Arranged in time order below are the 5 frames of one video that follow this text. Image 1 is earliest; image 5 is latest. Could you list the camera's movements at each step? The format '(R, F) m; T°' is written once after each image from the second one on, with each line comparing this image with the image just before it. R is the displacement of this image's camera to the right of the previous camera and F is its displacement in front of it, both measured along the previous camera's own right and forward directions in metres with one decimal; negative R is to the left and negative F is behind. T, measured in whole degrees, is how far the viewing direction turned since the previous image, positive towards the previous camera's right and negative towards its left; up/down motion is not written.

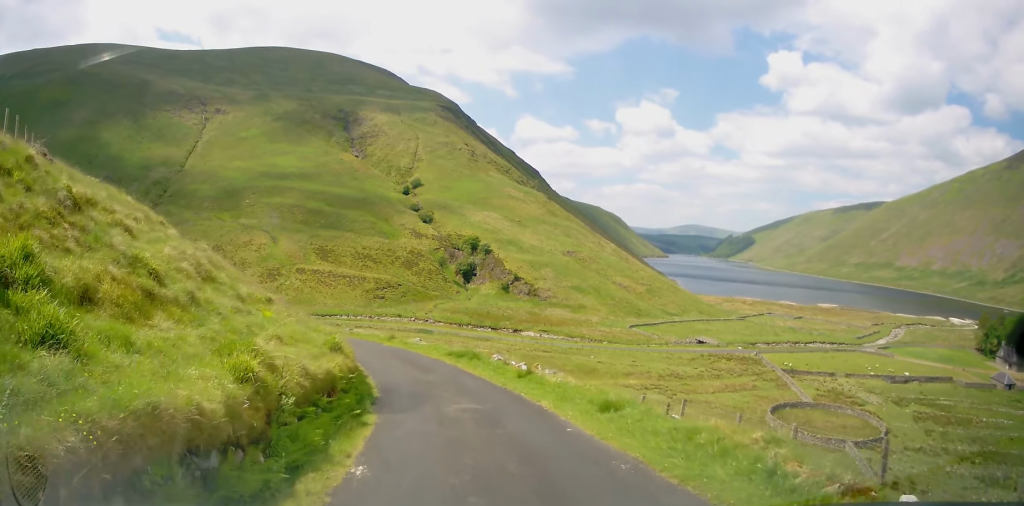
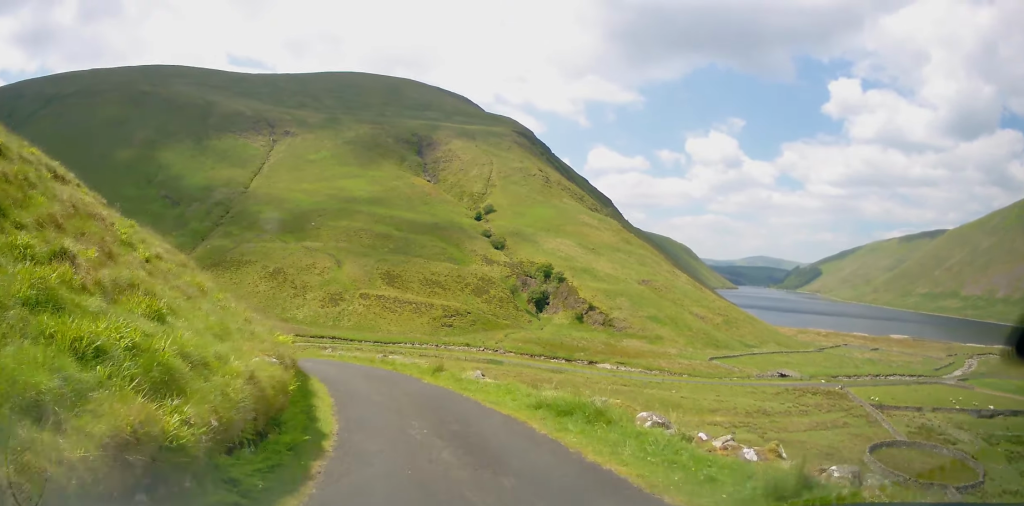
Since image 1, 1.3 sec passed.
(-1.3, +10.4) m; -10°
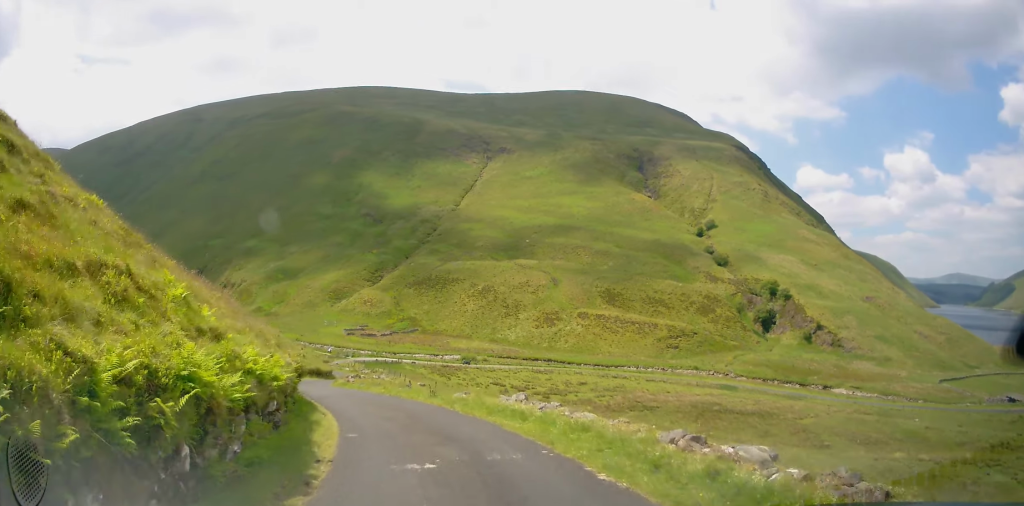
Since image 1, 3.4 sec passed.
(-2.5, +17.5) m; -17°
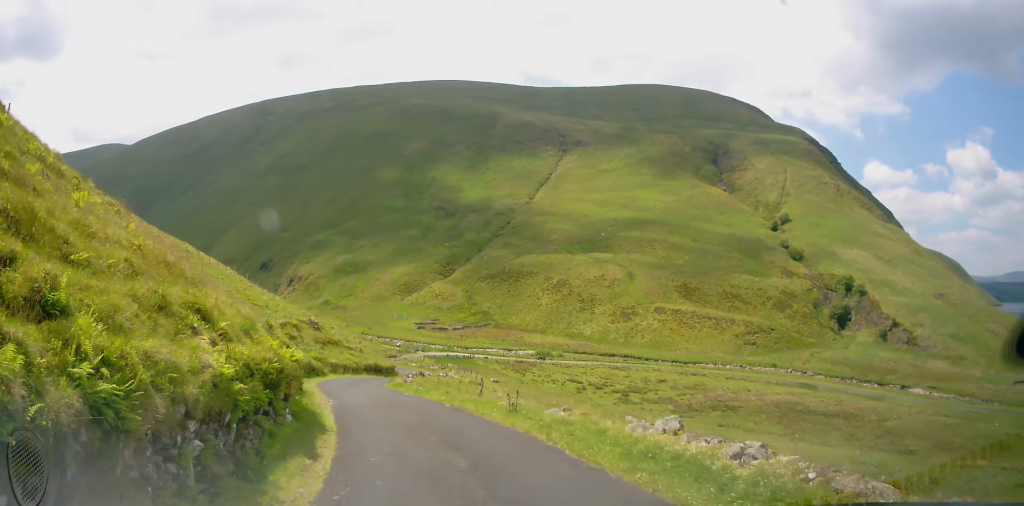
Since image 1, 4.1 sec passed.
(0.0, +5.7) m; -6°
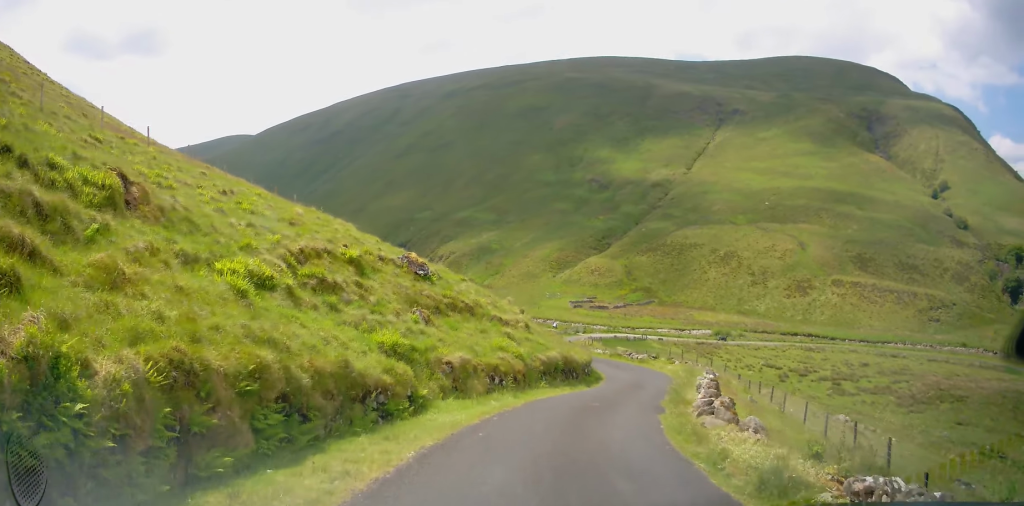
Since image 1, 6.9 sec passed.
(-5.4, +24.1) m; -13°
